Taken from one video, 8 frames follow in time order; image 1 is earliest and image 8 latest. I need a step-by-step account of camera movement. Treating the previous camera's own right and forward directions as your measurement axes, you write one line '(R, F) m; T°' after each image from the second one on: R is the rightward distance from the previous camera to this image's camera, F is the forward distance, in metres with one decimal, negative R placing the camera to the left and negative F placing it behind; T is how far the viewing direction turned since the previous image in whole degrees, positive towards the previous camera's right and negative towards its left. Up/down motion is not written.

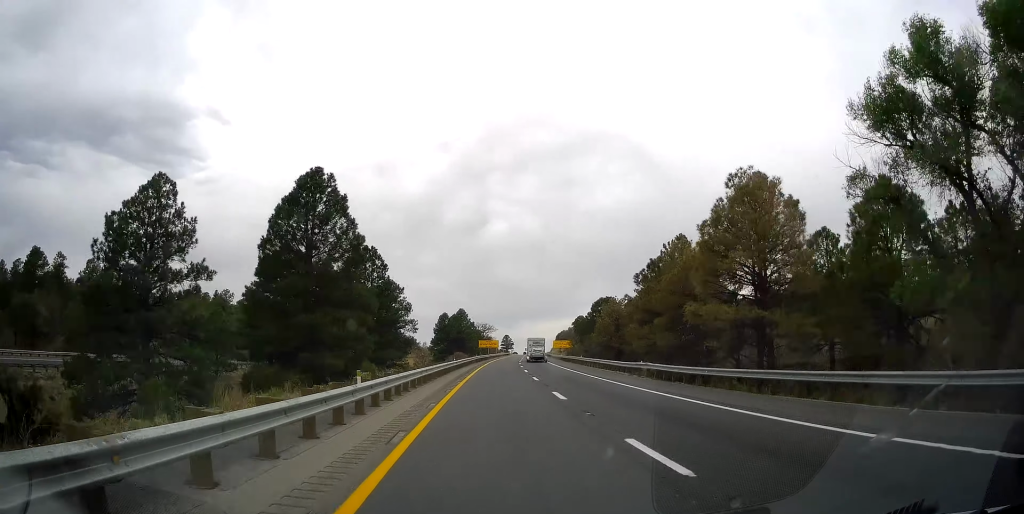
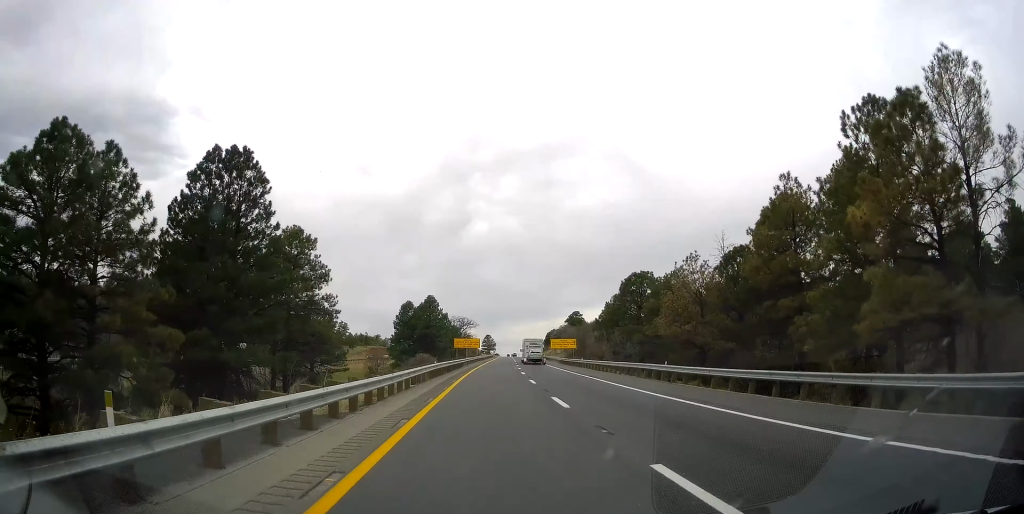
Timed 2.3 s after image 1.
(+1.2, +57.2) m; +3°
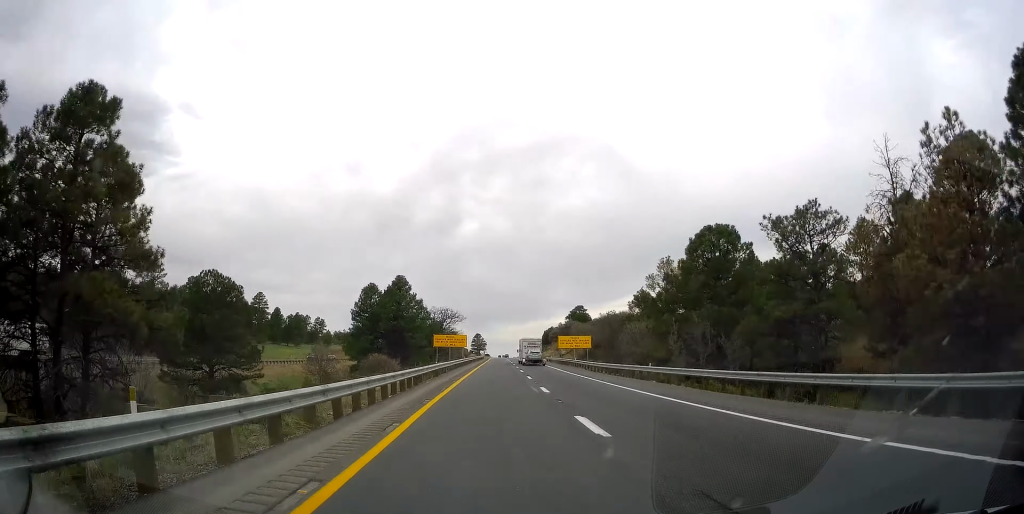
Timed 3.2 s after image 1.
(+0.2, +26.5) m; +1°
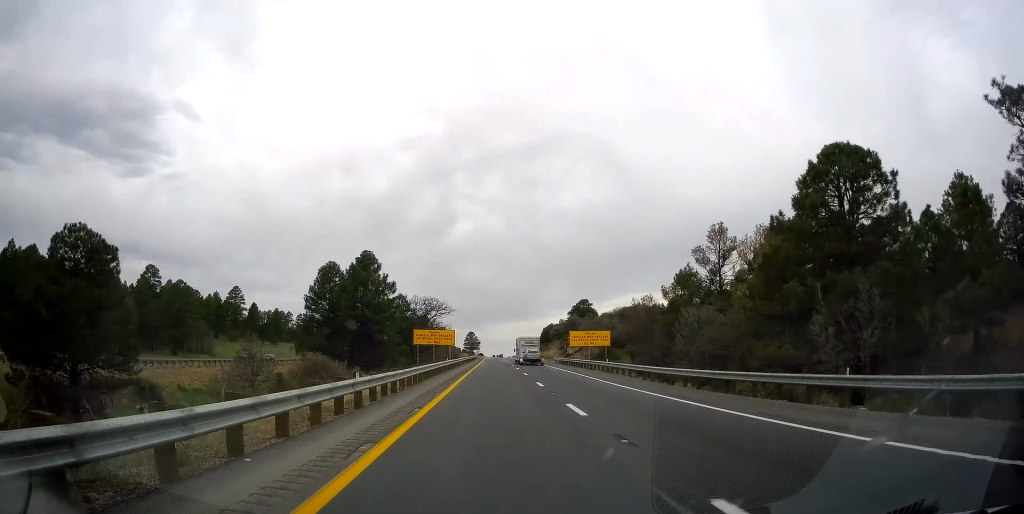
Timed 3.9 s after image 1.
(-0.1, +19.0) m; +1°
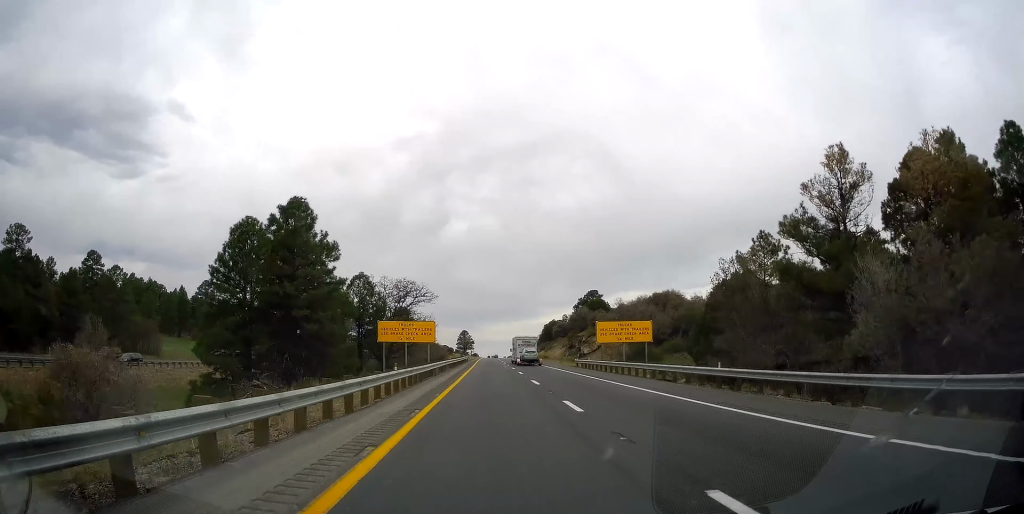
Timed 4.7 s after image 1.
(+0.3, +22.5) m; +1°
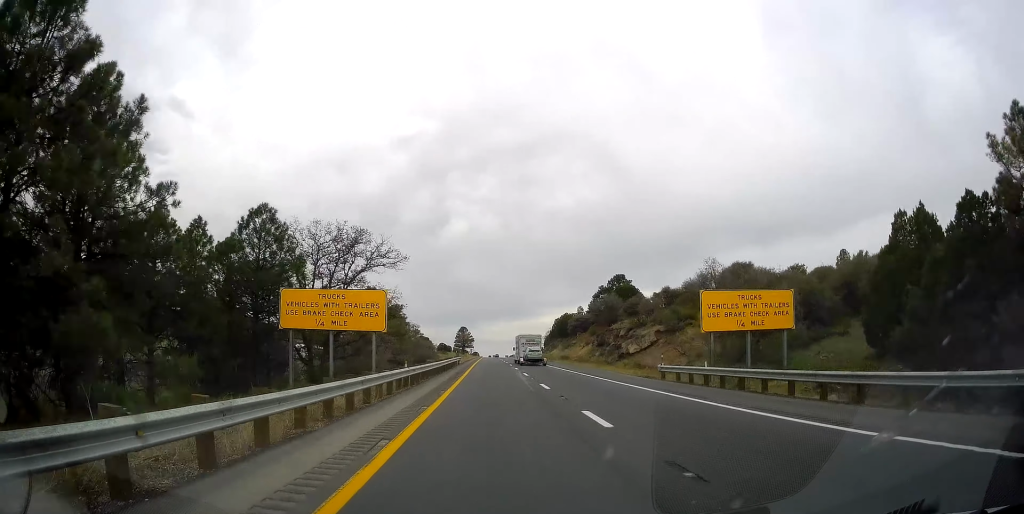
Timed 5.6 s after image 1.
(0.0, +27.8) m; 0°
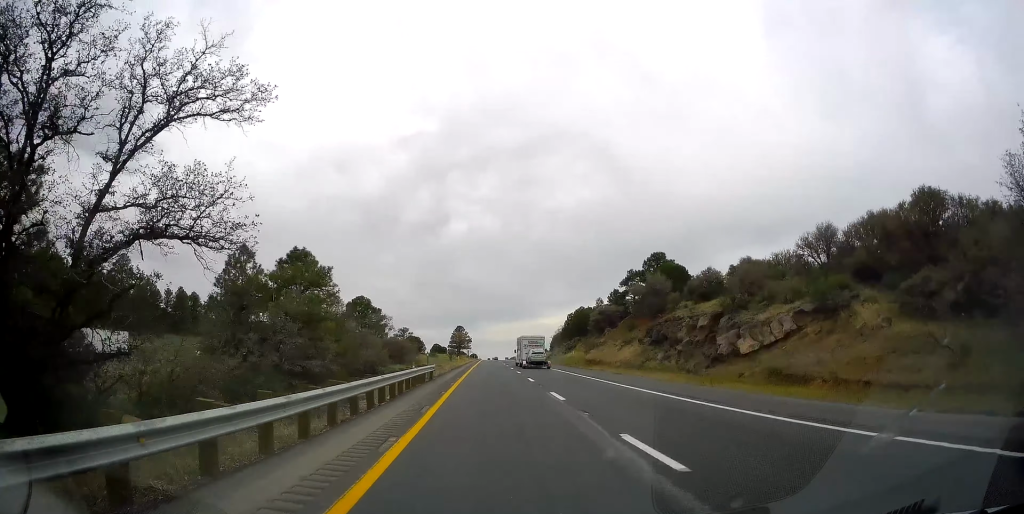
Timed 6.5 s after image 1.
(+0.1, +28.1) m; +1°
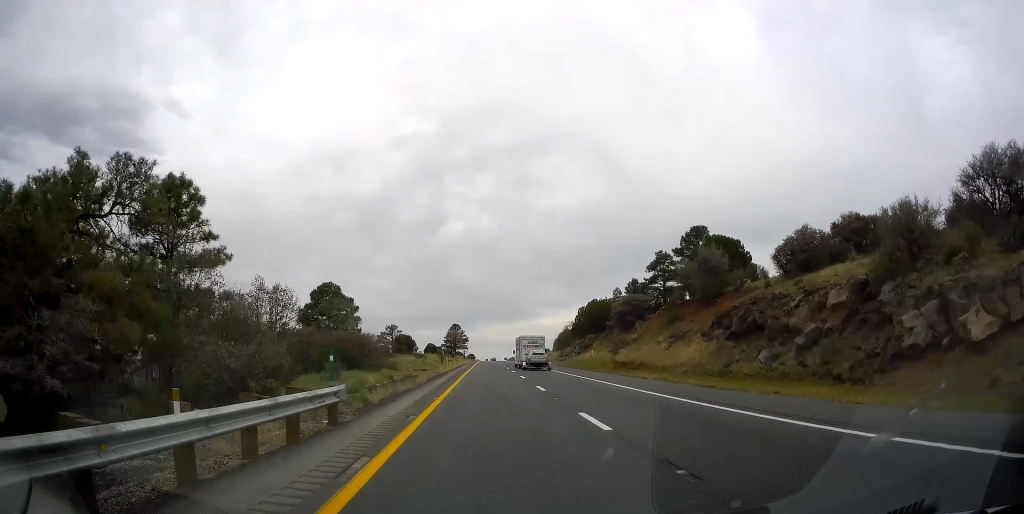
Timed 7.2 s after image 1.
(+0.1, +19.1) m; 0°
